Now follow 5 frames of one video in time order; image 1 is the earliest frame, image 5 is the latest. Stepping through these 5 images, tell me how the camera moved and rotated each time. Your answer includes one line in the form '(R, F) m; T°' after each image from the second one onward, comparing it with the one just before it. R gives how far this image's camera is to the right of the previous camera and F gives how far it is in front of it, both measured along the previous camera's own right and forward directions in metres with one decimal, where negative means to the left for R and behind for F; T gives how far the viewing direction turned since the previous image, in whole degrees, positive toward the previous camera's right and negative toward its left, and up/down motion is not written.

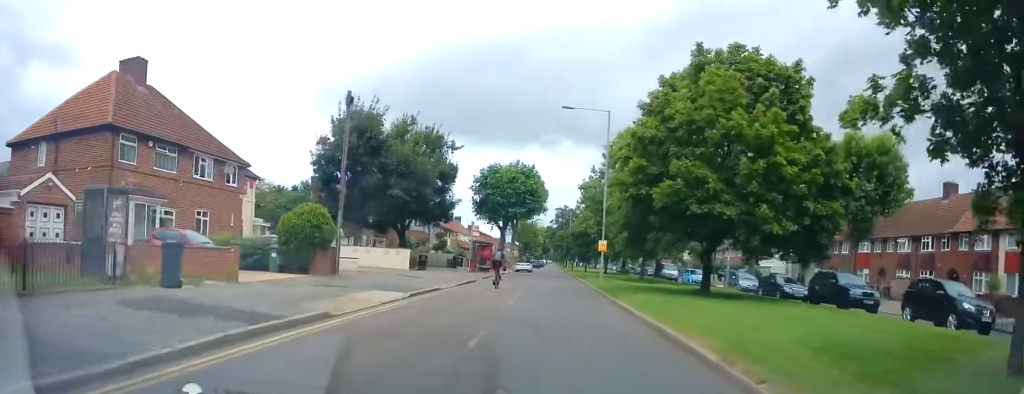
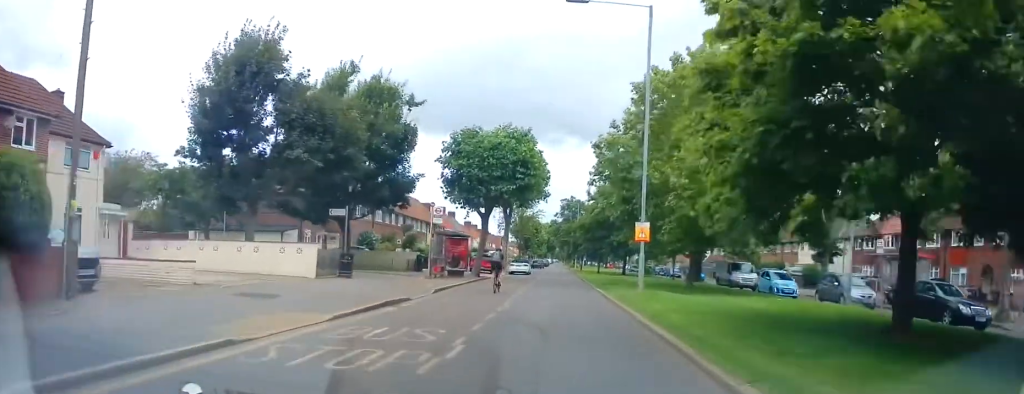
(-0.6, +14.7) m; -2°
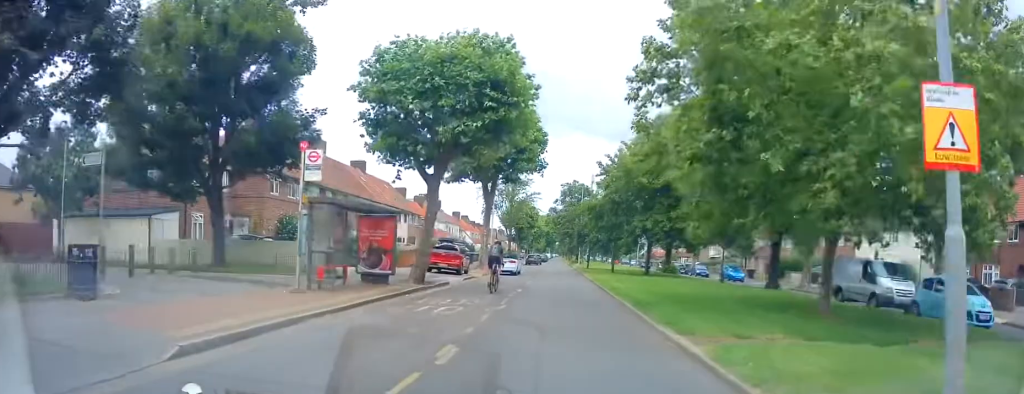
(+0.6, +15.0) m; 0°
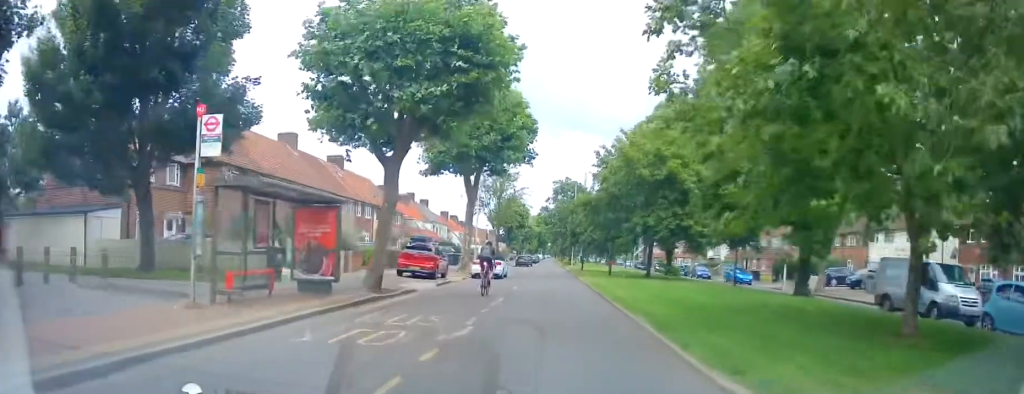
(-0.1, +4.3) m; 0°
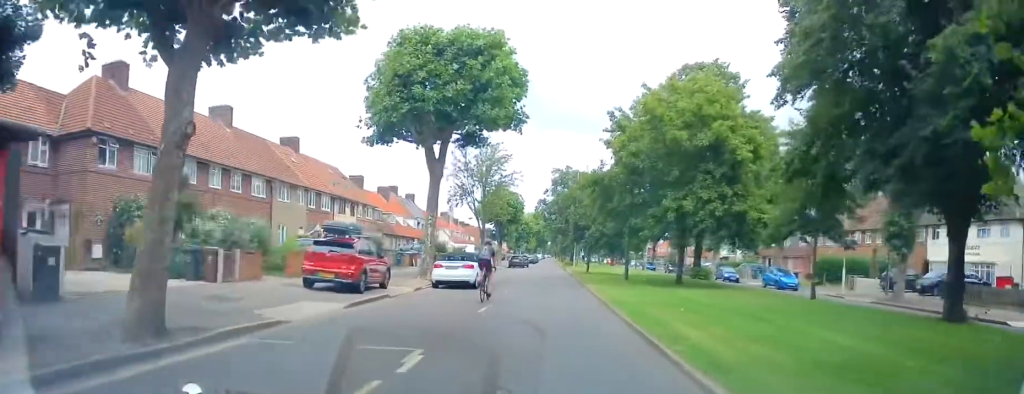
(0.0, +10.0) m; +2°
